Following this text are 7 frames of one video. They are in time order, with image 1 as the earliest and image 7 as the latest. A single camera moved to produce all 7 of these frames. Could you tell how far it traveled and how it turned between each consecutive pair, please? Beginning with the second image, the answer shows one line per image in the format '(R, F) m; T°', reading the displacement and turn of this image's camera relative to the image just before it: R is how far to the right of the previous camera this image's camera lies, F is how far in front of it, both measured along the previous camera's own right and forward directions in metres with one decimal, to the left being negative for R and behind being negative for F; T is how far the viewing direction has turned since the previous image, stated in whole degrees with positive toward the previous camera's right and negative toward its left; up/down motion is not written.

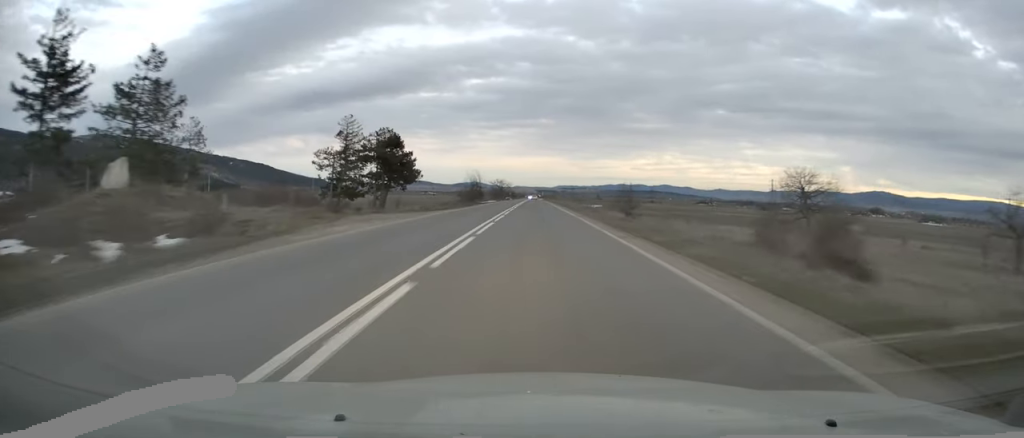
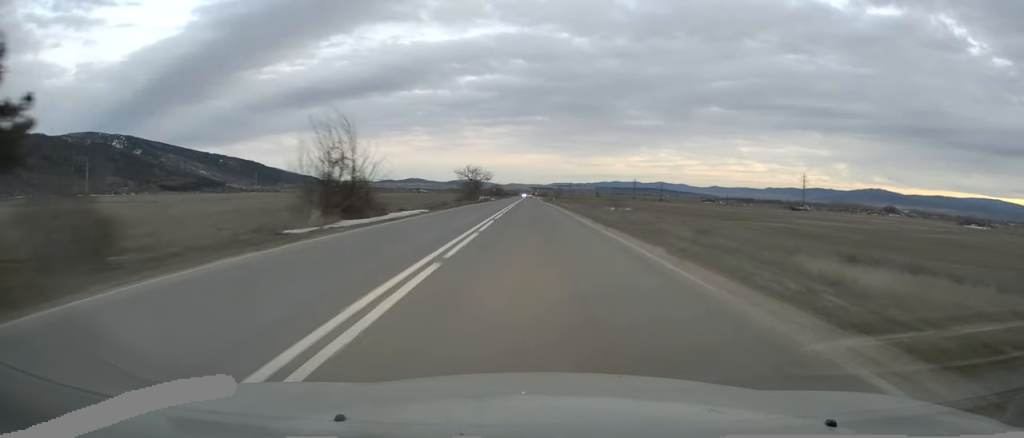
(+0.3, +67.4) m; 0°
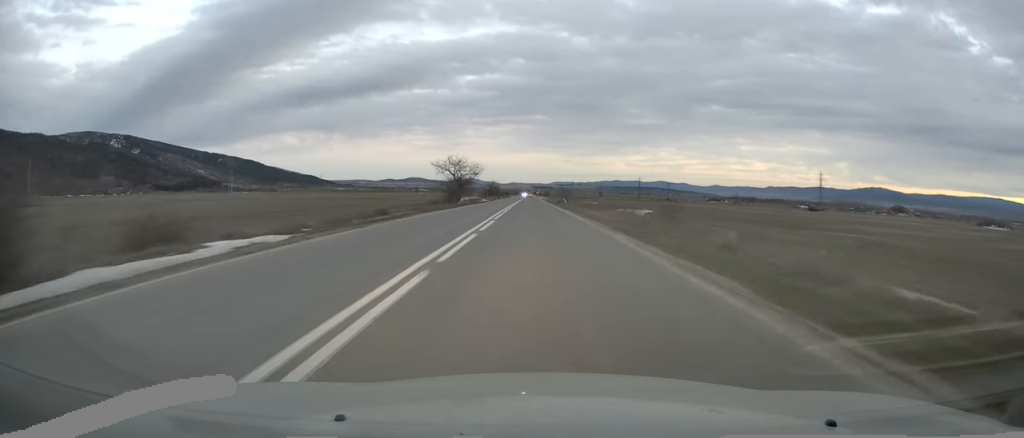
(0.0, +23.8) m; 0°
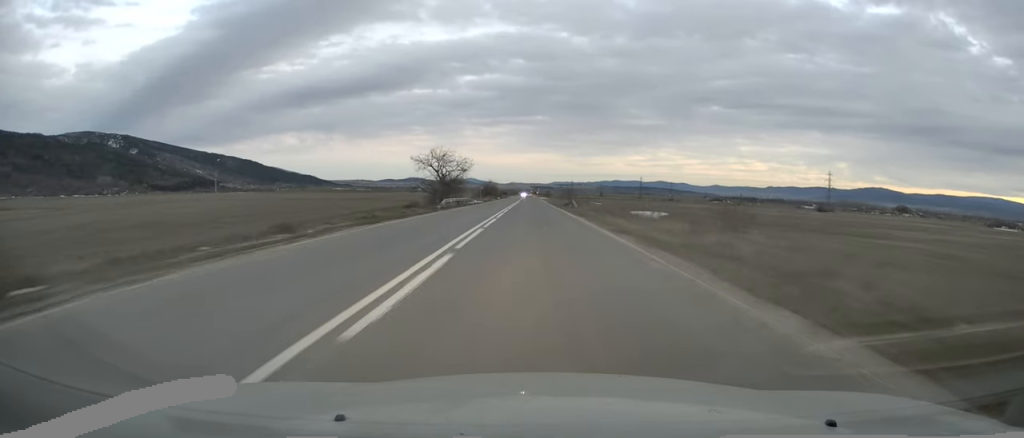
(0.0, +13.1) m; 0°
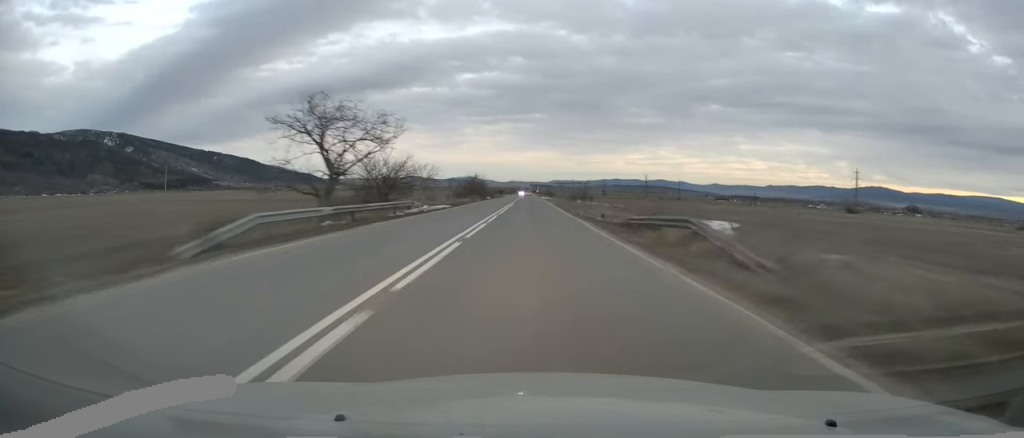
(0.0, +35.3) m; 0°
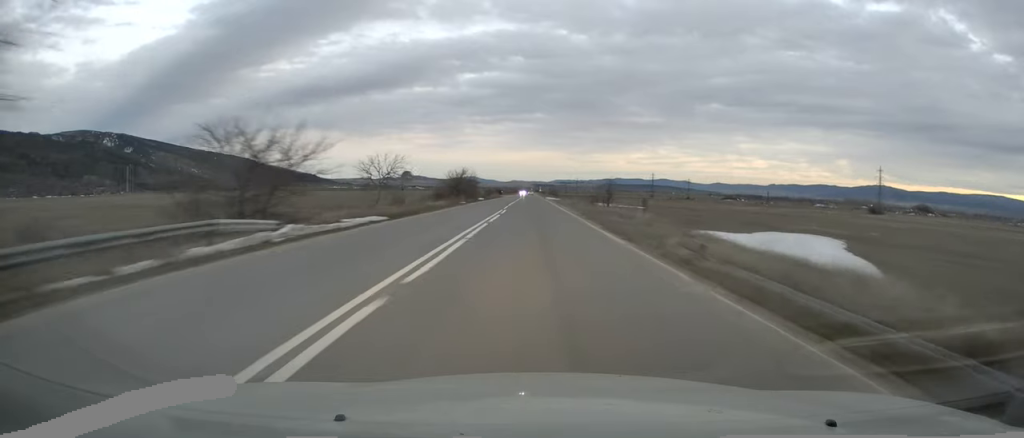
(-0.2, +23.1) m; 0°
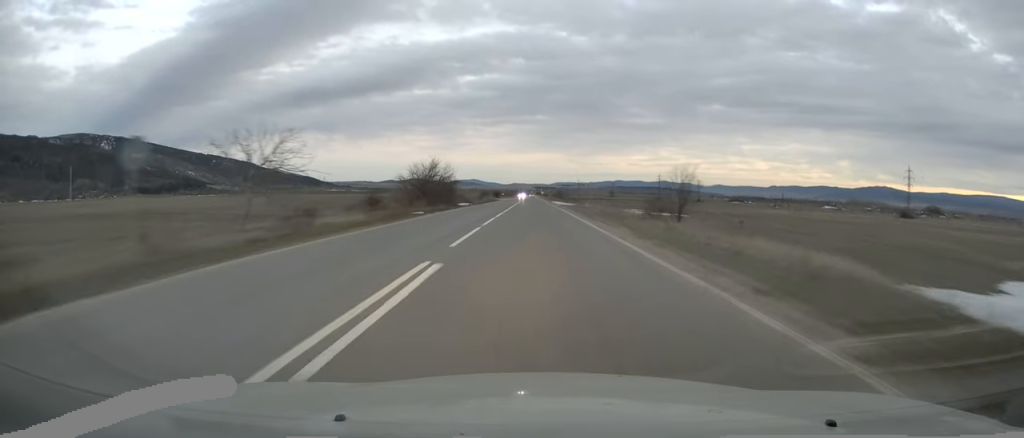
(+0.1, +27.3) m; 0°
